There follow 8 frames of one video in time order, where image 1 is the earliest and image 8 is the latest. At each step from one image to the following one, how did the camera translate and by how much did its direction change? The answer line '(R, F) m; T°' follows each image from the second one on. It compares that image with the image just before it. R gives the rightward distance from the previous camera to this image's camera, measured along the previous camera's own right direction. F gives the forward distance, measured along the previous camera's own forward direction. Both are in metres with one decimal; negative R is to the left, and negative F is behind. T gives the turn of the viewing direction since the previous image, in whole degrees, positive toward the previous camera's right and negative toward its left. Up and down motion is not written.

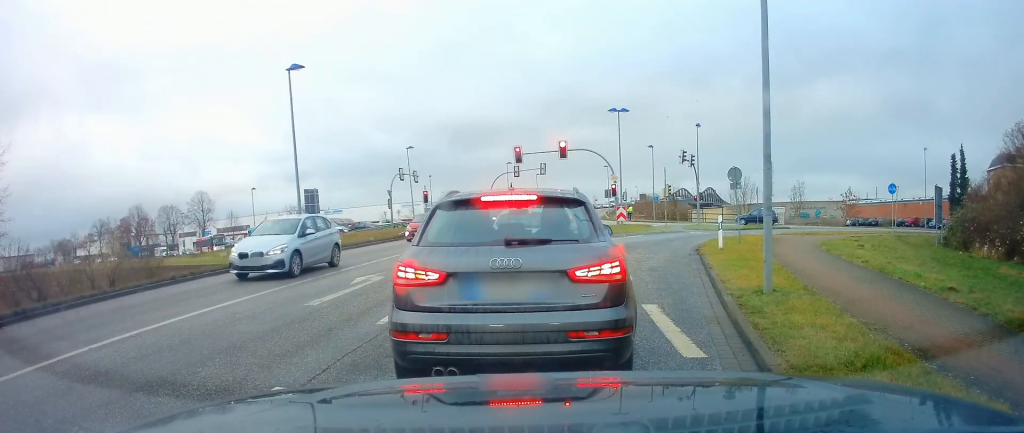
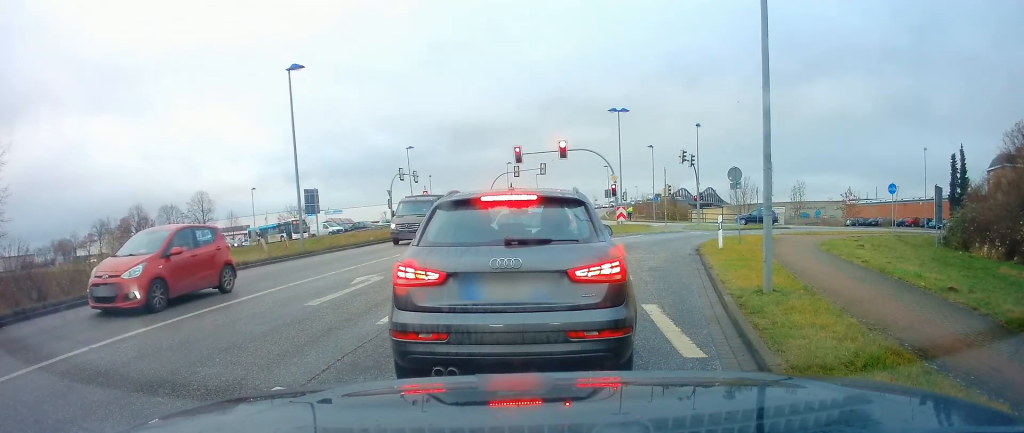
(0.0, 0.0) m; 0°
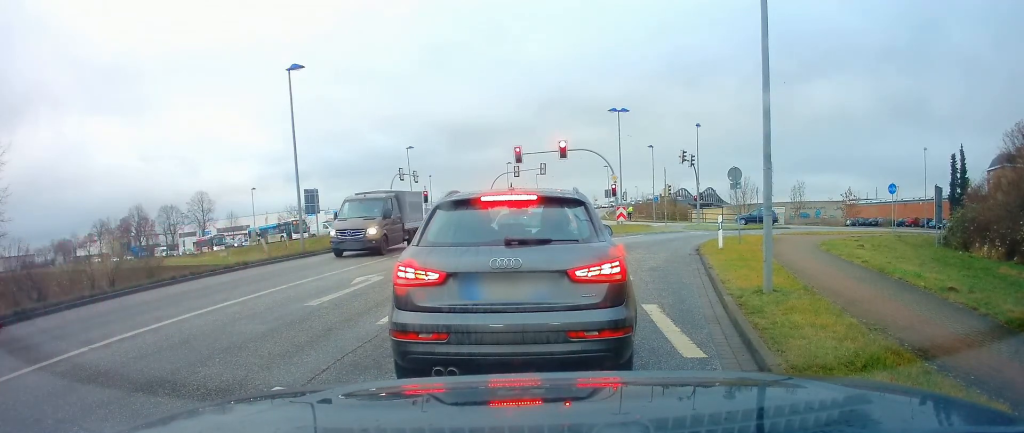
(0.0, 0.0) m; 0°
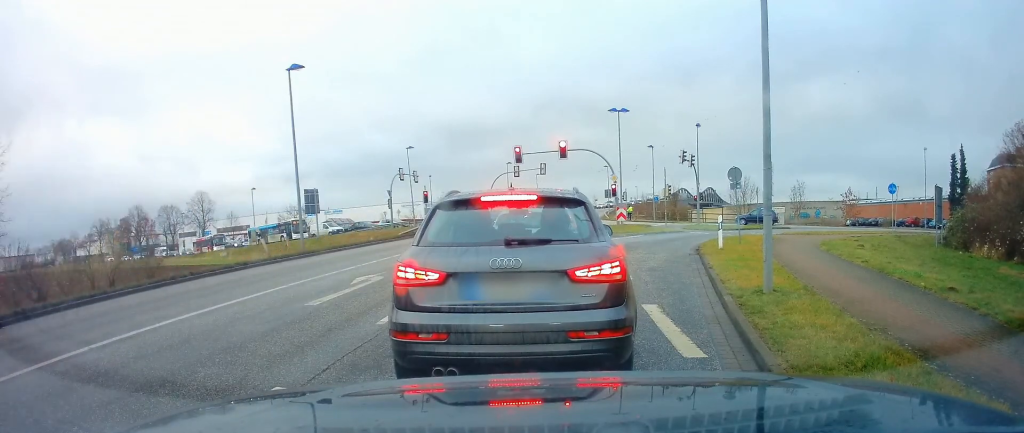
(0.0, 0.0) m; 0°
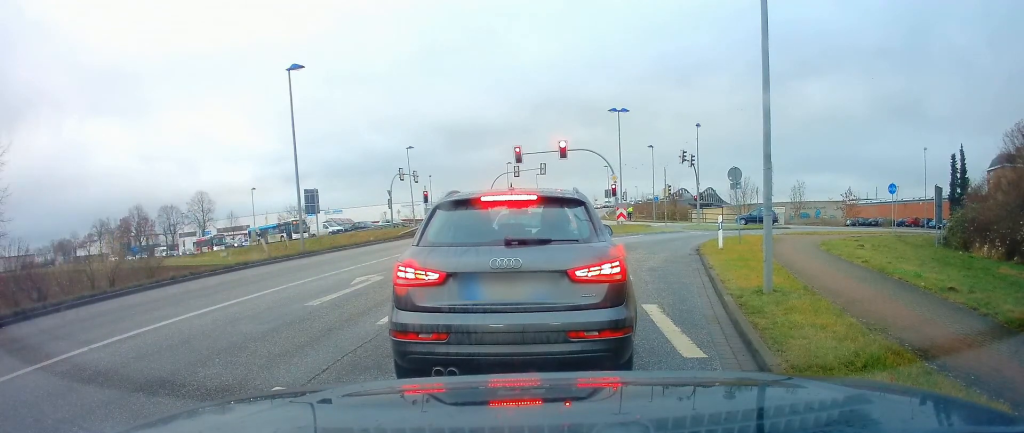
(0.0, 0.0) m; 0°
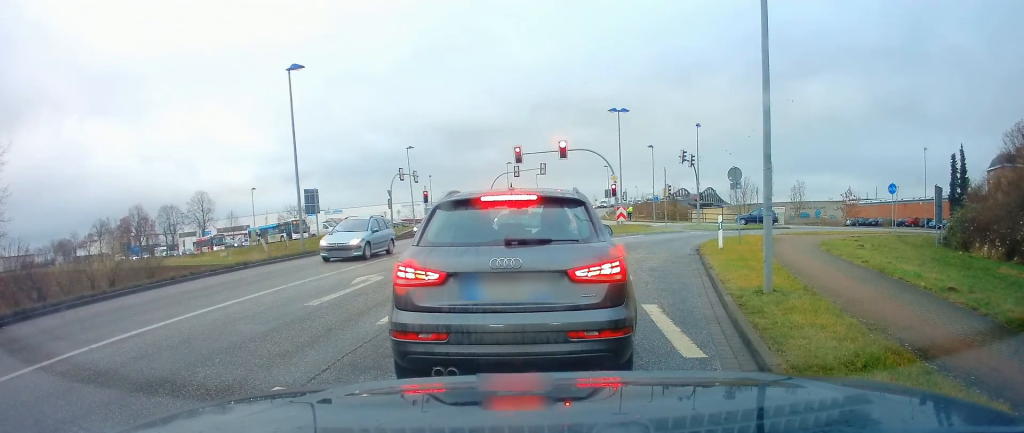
(0.0, 0.0) m; 0°
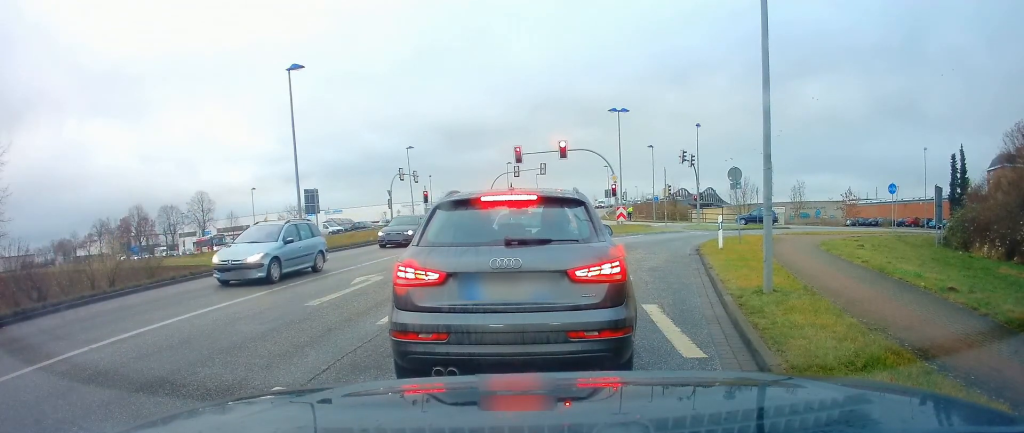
(0.0, 0.0) m; 0°
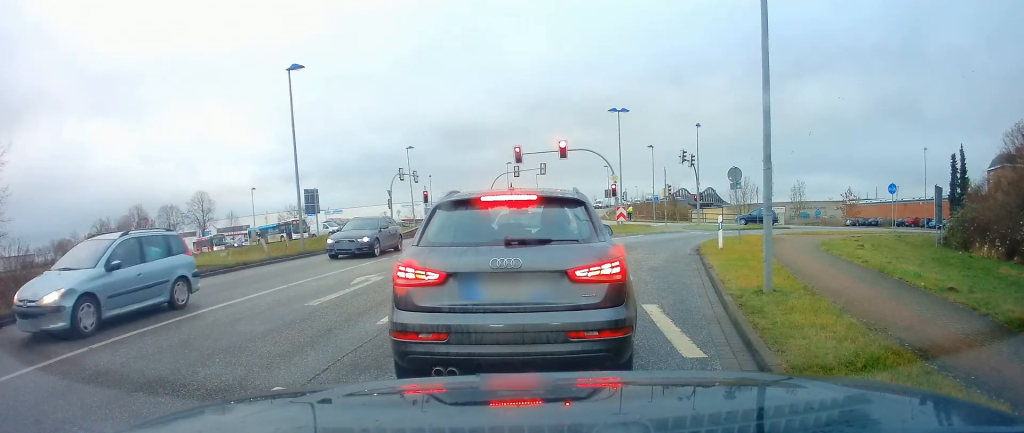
(0.0, 0.0) m; 0°
